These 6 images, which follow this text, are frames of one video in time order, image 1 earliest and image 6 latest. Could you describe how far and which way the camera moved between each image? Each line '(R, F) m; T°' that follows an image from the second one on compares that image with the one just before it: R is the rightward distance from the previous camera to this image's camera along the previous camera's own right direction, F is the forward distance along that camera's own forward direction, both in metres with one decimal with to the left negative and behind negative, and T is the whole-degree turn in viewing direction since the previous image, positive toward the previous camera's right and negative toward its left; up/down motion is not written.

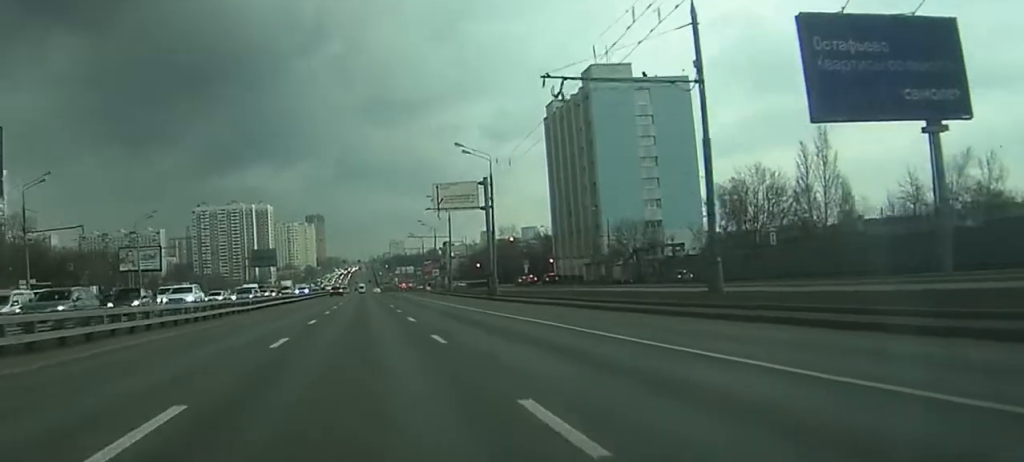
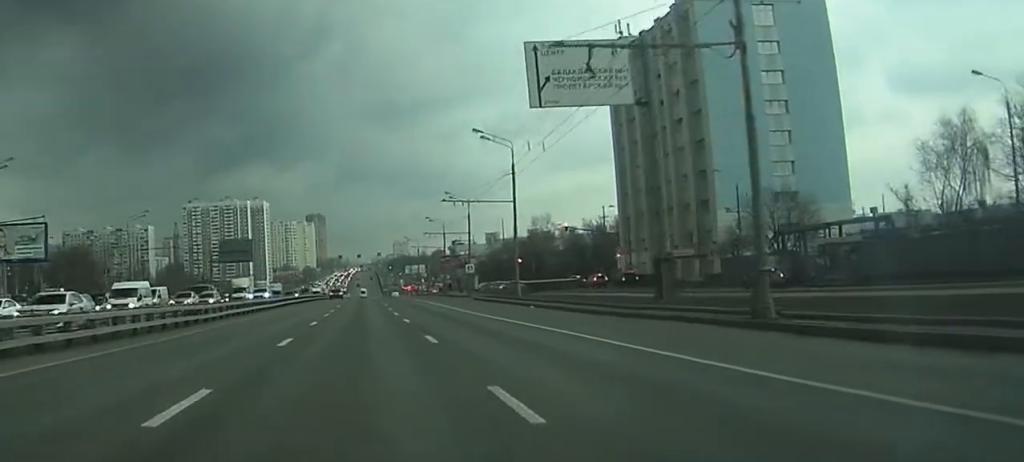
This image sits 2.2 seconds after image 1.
(+0.1, +47.4) m; 0°
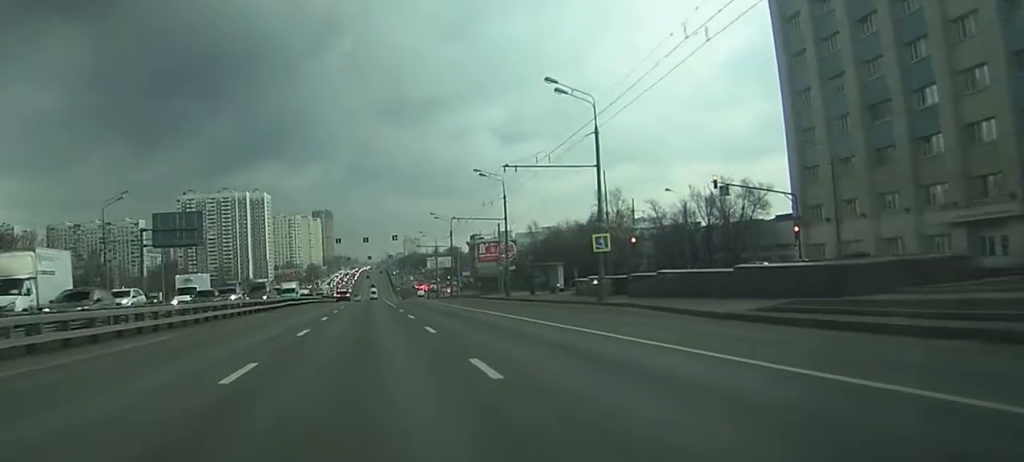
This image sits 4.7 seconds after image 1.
(-0.3, +53.1) m; 0°
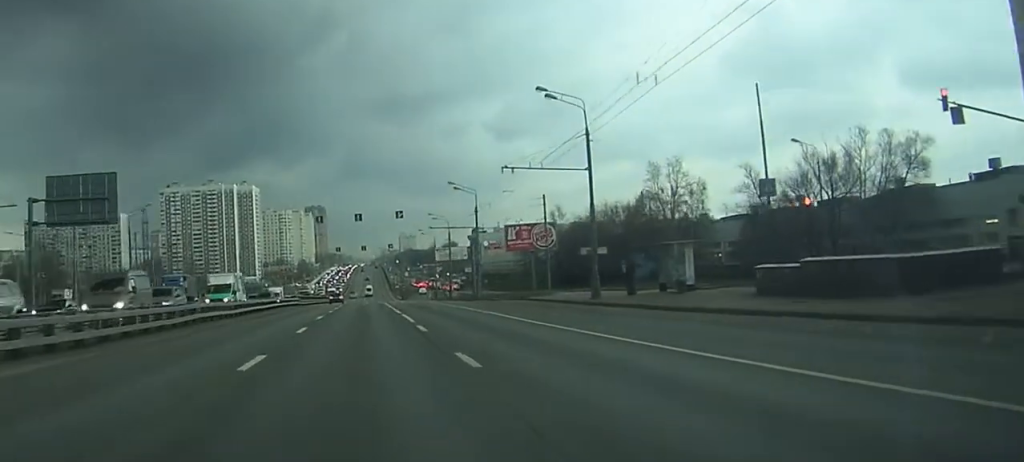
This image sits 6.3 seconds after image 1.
(-0.2, +37.2) m; 0°
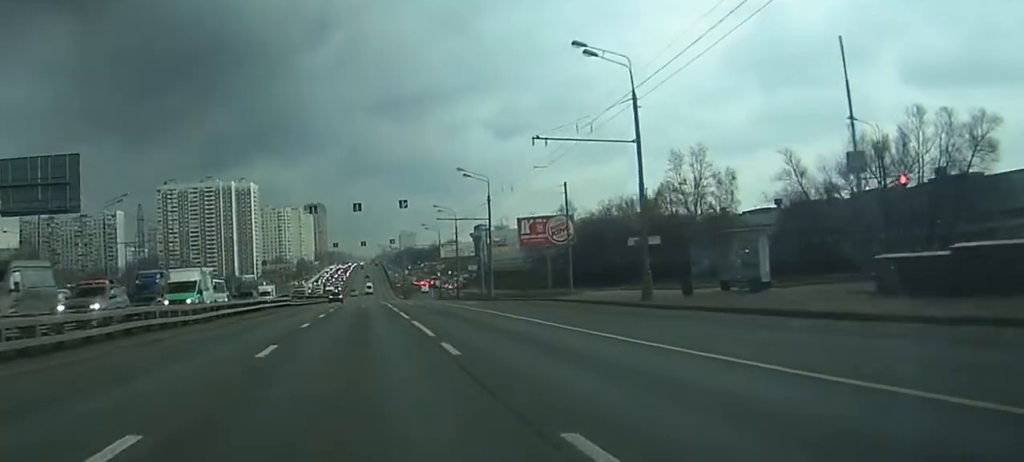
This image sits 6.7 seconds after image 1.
(0.0, +9.9) m; 0°
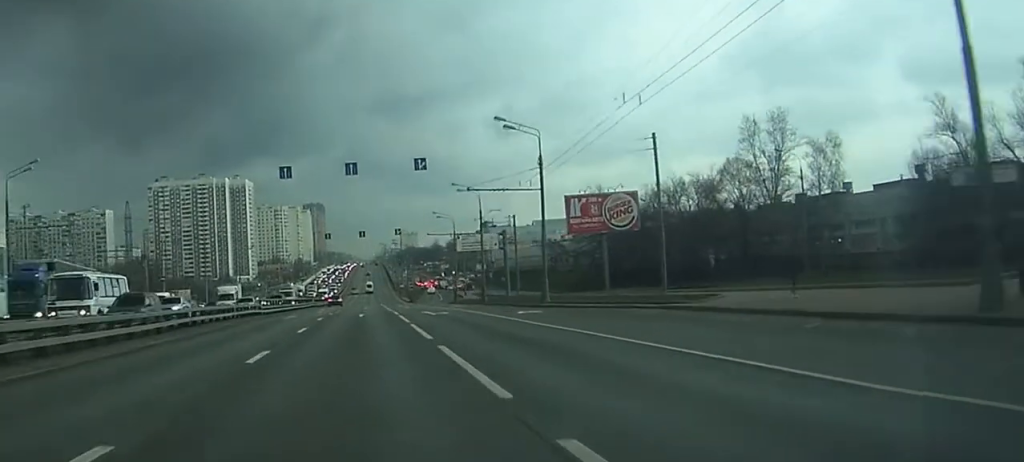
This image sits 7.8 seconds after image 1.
(0.0, +24.9) m; 0°
